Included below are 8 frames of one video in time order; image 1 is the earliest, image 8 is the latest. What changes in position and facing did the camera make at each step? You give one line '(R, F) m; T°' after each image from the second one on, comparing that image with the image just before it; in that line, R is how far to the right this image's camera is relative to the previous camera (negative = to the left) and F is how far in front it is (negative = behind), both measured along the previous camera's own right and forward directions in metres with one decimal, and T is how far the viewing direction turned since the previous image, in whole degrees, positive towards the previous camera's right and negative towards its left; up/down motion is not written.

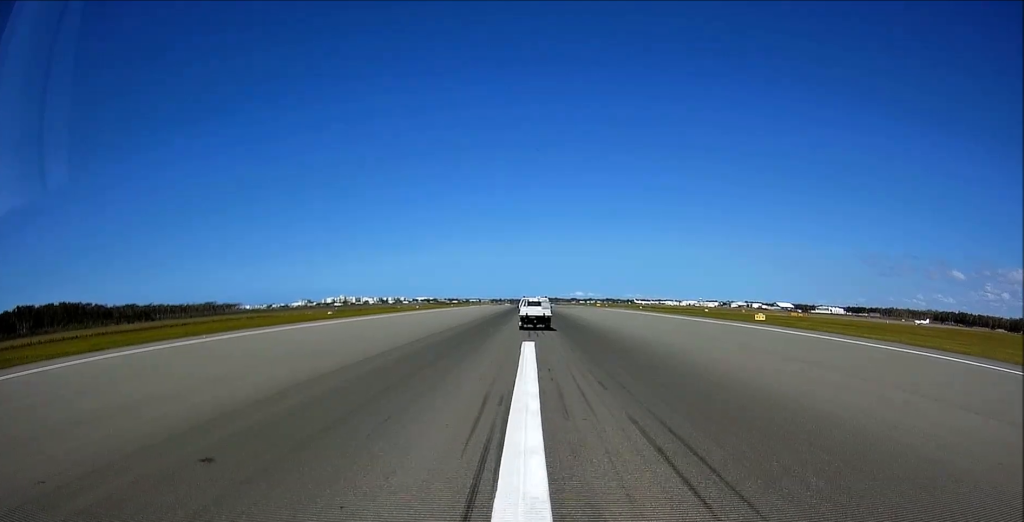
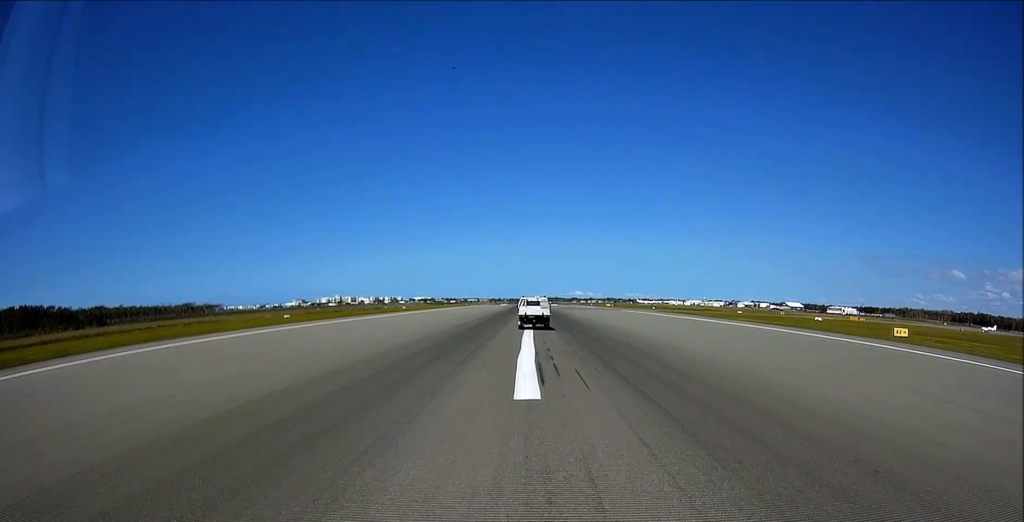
(-0.4, +42.6) m; +2°
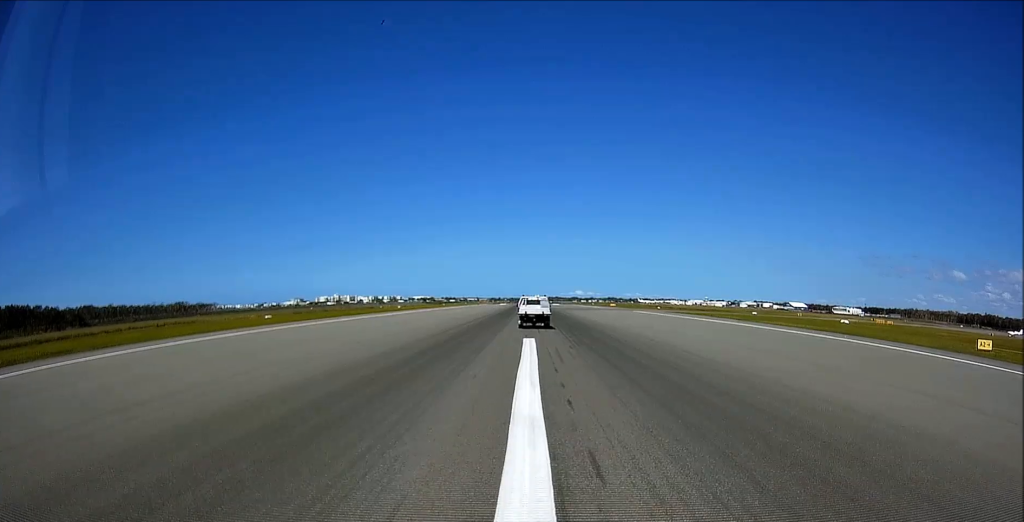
(+0.1, +14.4) m; +1°
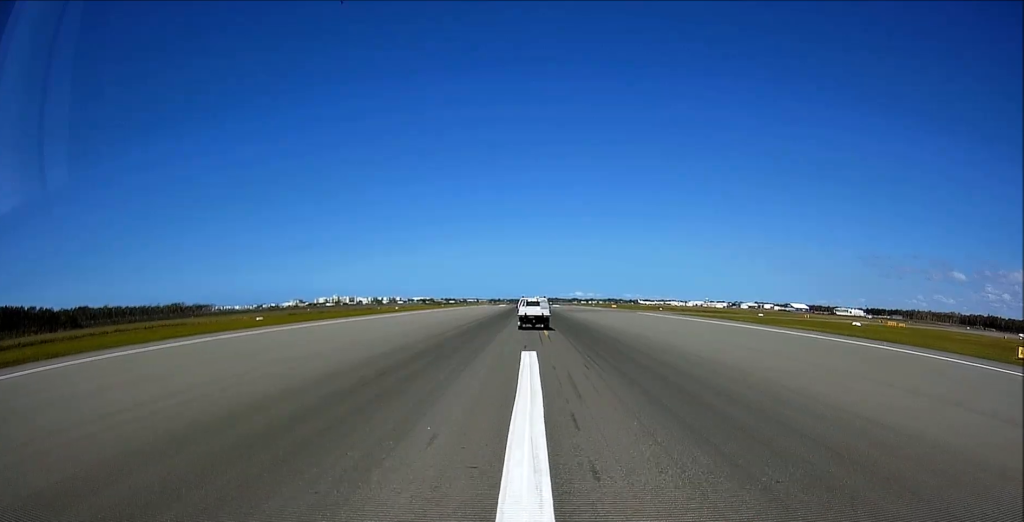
(0.0, +6.0) m; 0°
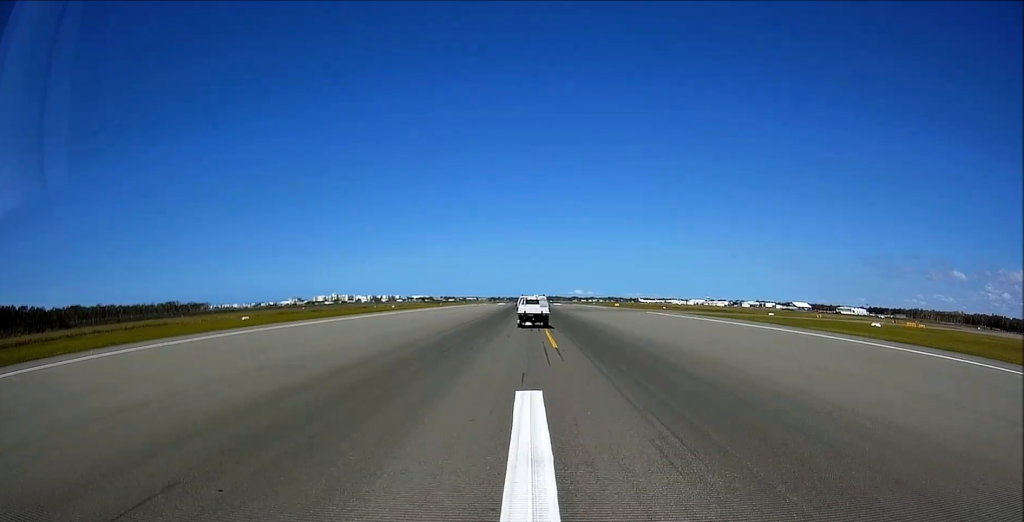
(0.0, +9.5) m; -1°
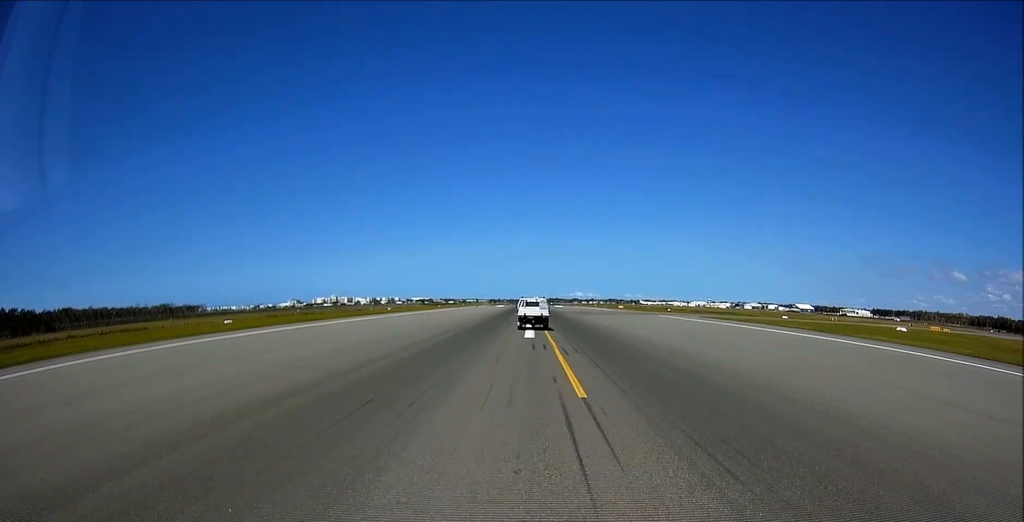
(-0.1, +10.7) m; -1°
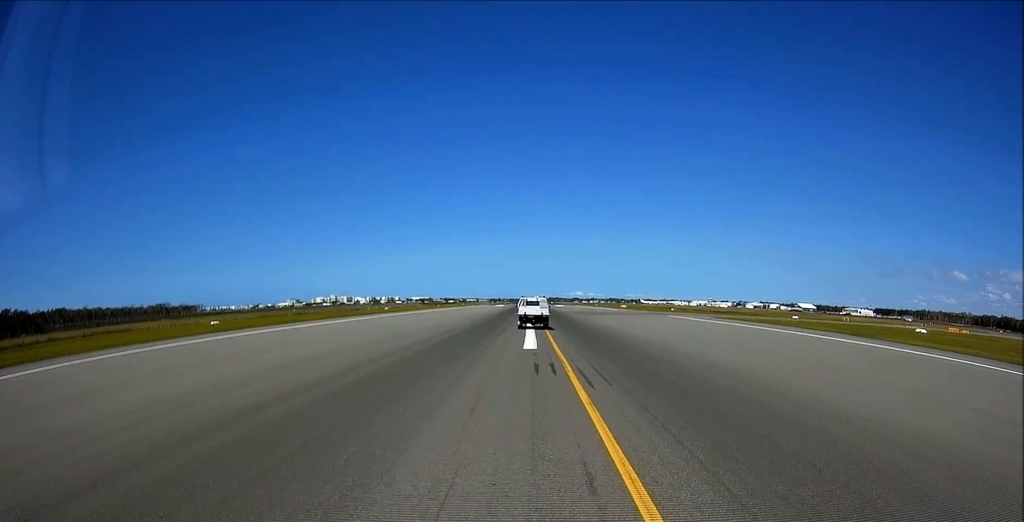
(-0.1, +7.4) m; 0°
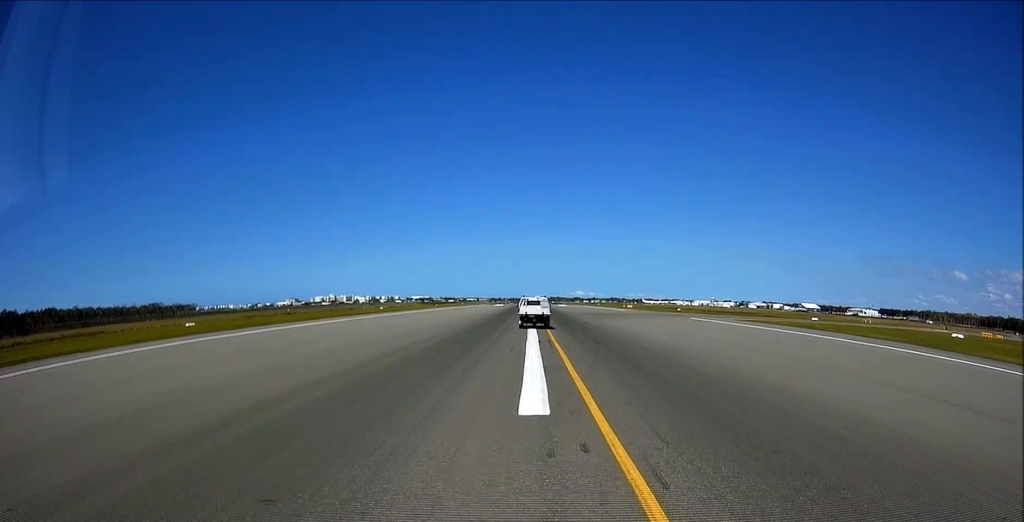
(0.0, +12.6) m; 0°
